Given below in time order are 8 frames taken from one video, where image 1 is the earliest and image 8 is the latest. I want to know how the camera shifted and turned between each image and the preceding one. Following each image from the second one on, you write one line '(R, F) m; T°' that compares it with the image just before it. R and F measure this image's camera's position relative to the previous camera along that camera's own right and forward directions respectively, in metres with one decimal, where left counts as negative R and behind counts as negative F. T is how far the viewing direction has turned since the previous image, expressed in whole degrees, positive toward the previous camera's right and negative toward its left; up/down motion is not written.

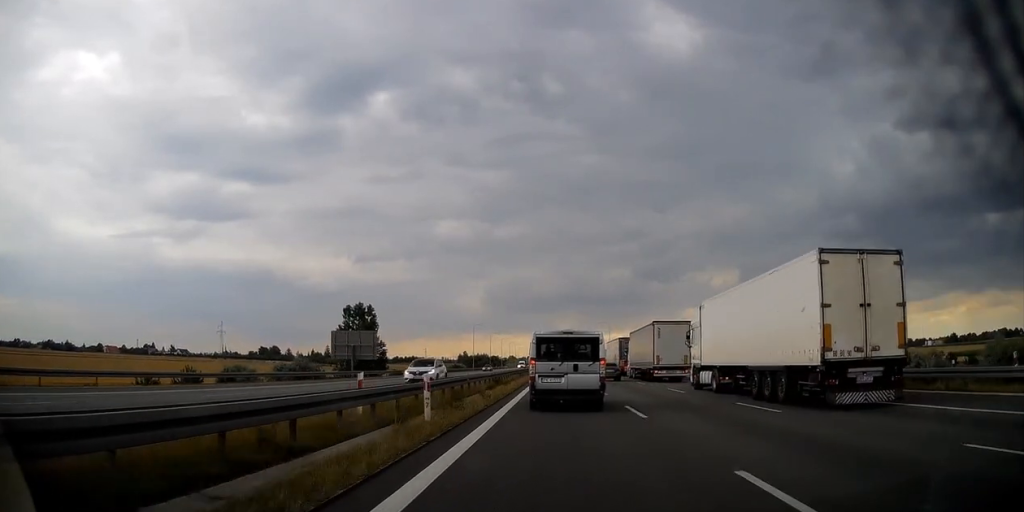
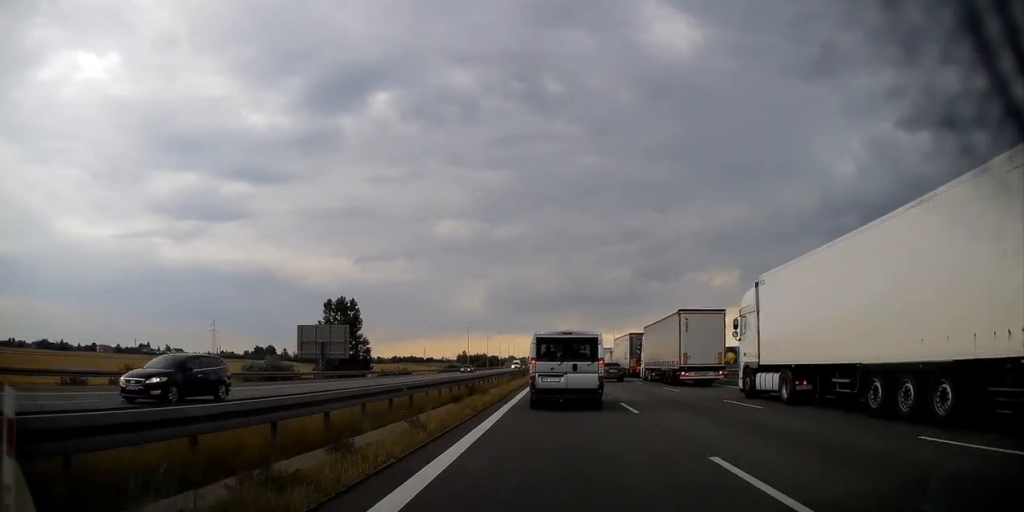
(0.0, +10.2) m; 0°
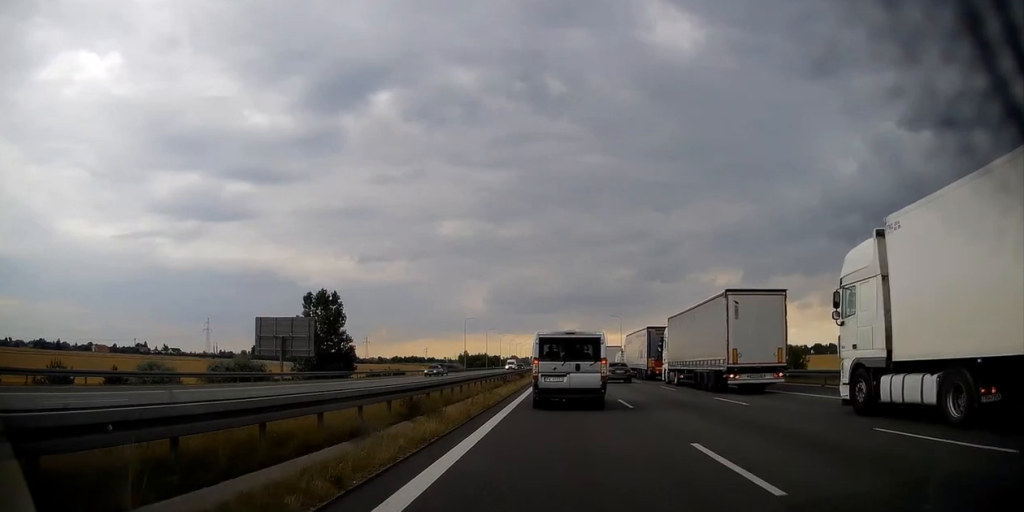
(0.0, +10.2) m; 0°
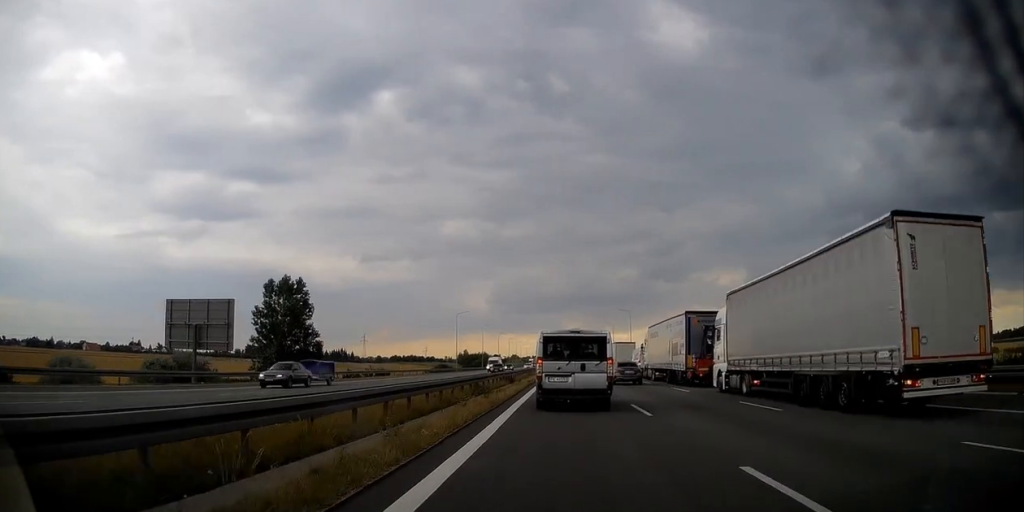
(0.0, +14.3) m; 0°
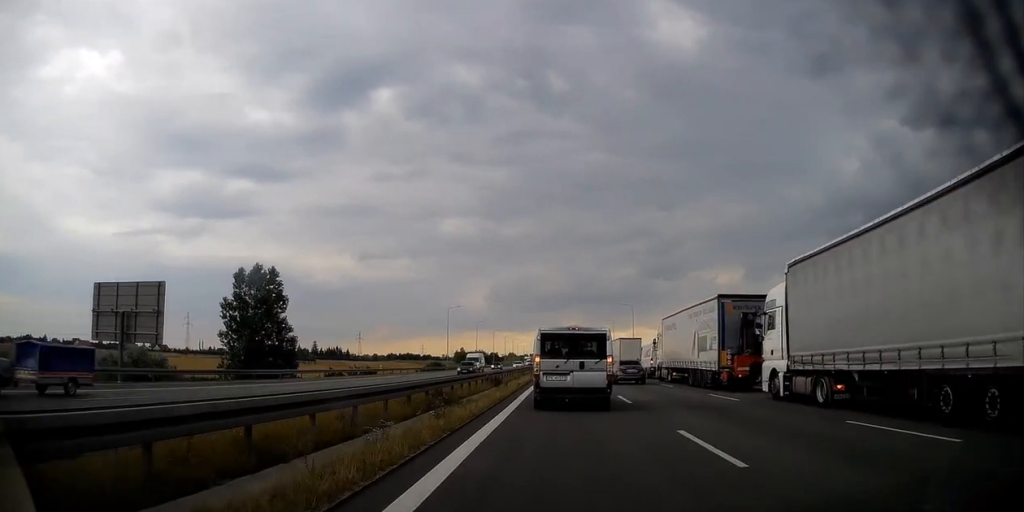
(0.0, +7.7) m; 0°
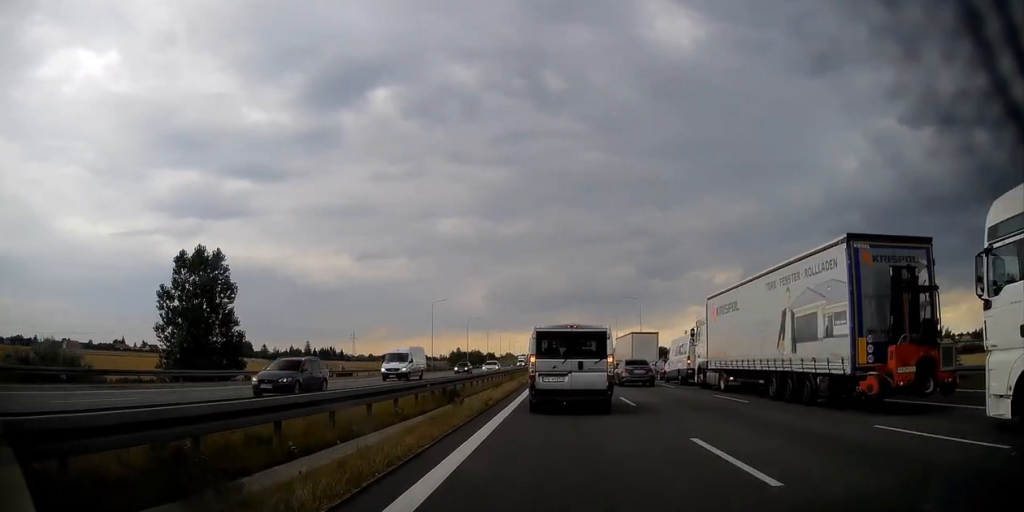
(0.0, +13.0) m; 0°
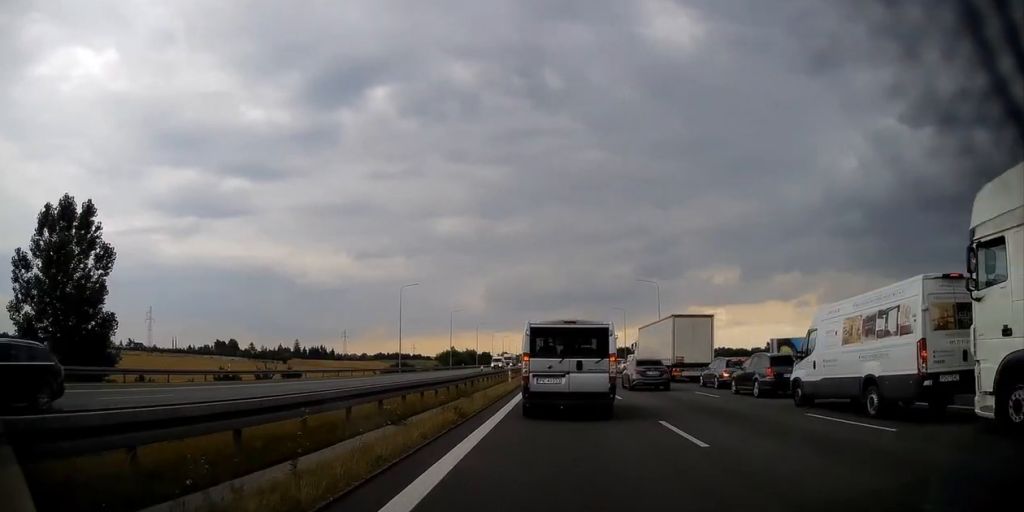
(+0.1, +21.9) m; 0°
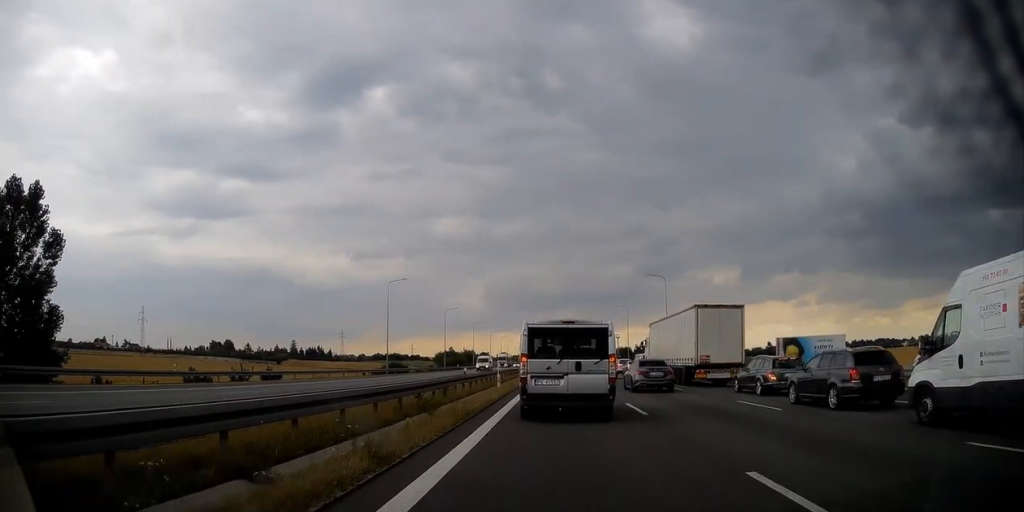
(0.0, +6.5) m; 0°
